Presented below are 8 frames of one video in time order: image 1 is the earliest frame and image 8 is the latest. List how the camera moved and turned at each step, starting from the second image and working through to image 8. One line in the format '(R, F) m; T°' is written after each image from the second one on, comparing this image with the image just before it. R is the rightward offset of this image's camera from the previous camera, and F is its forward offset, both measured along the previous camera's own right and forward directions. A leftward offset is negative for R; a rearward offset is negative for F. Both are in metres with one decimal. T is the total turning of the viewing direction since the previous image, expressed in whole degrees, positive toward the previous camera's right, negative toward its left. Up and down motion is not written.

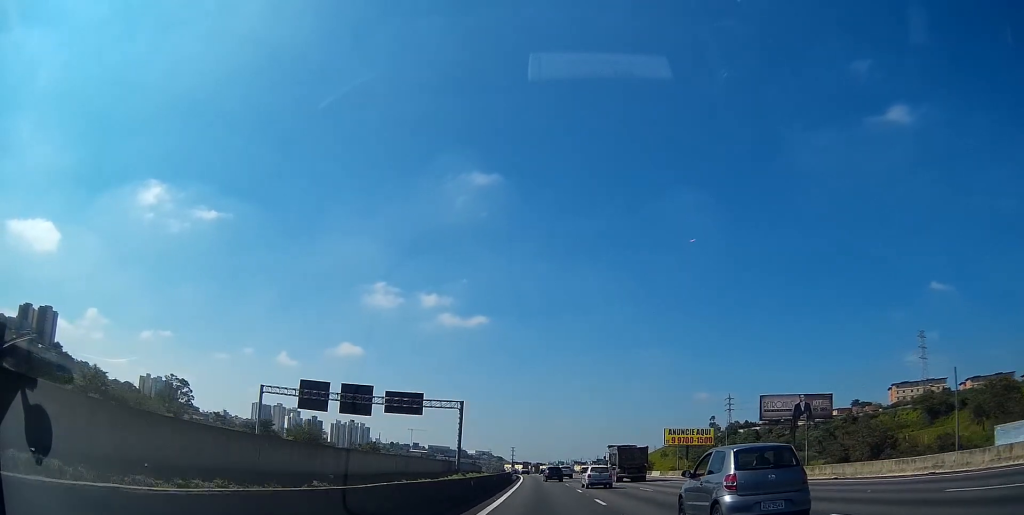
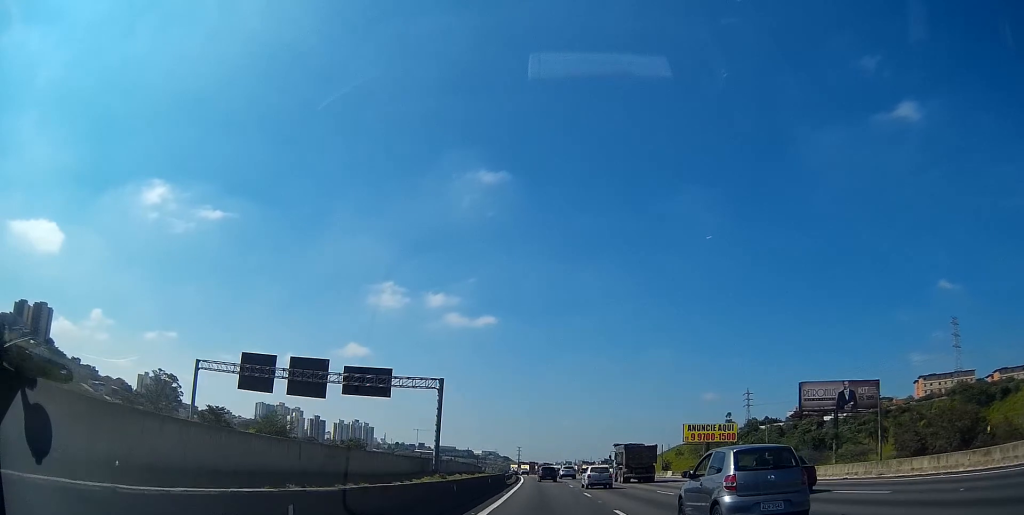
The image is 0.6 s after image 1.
(-0.2, +17.2) m; -1°
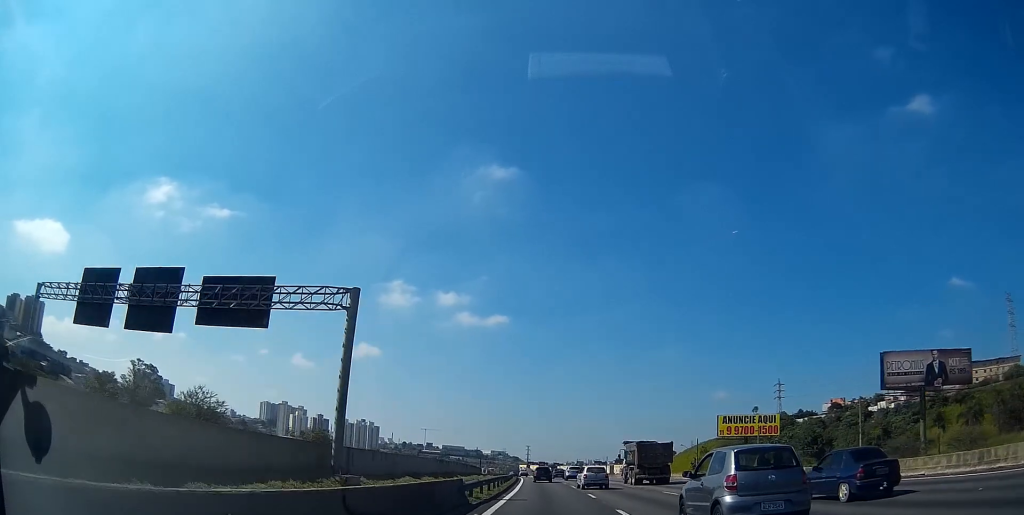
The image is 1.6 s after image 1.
(-0.4, +26.1) m; -1°
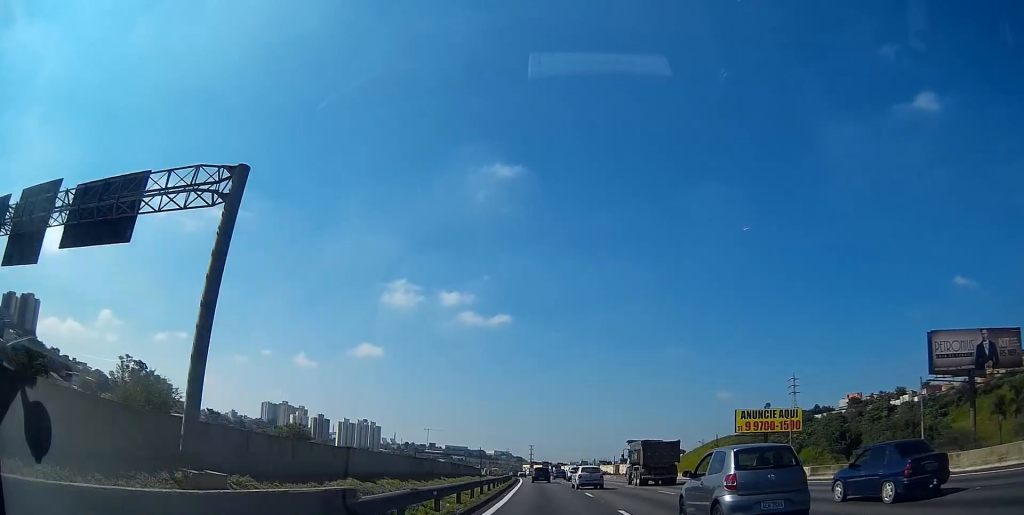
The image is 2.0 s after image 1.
(0.0, +11.7) m; 0°
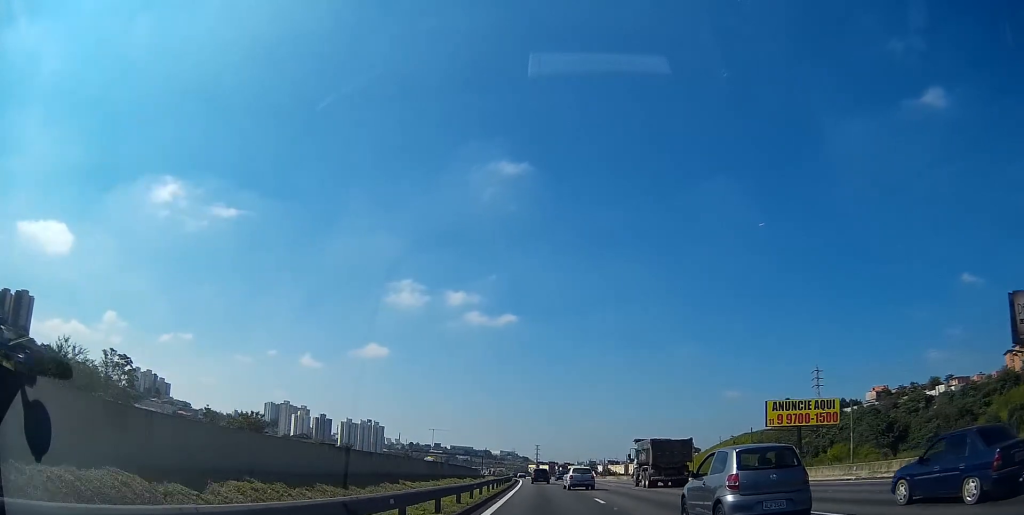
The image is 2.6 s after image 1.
(-0.1, +16.1) m; -1°
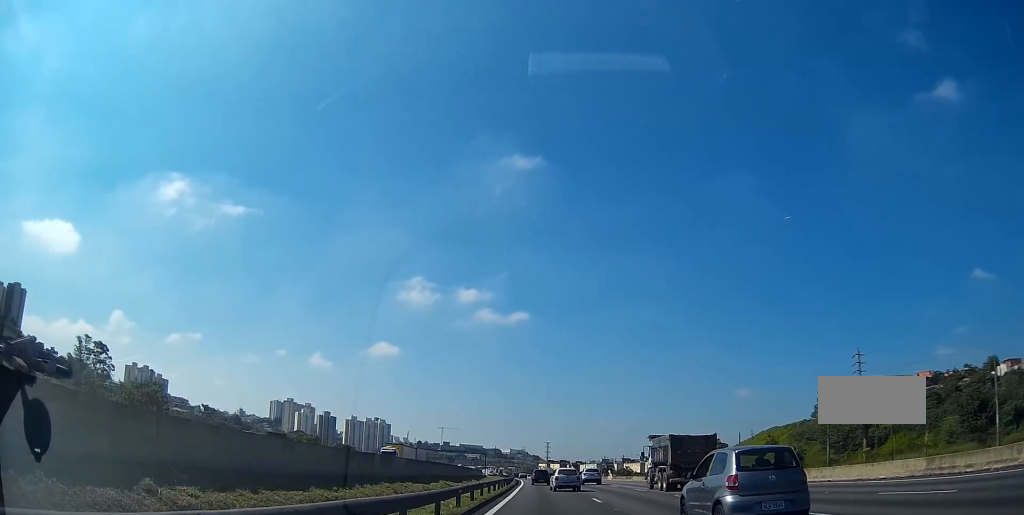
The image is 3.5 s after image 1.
(-0.3, +24.1) m; -1°
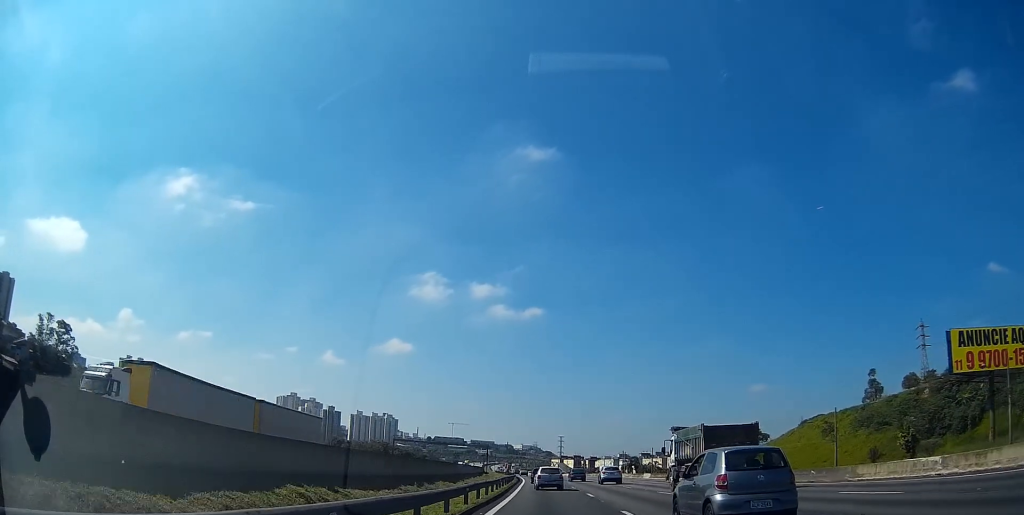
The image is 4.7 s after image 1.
(-0.4, +31.2) m; -1°
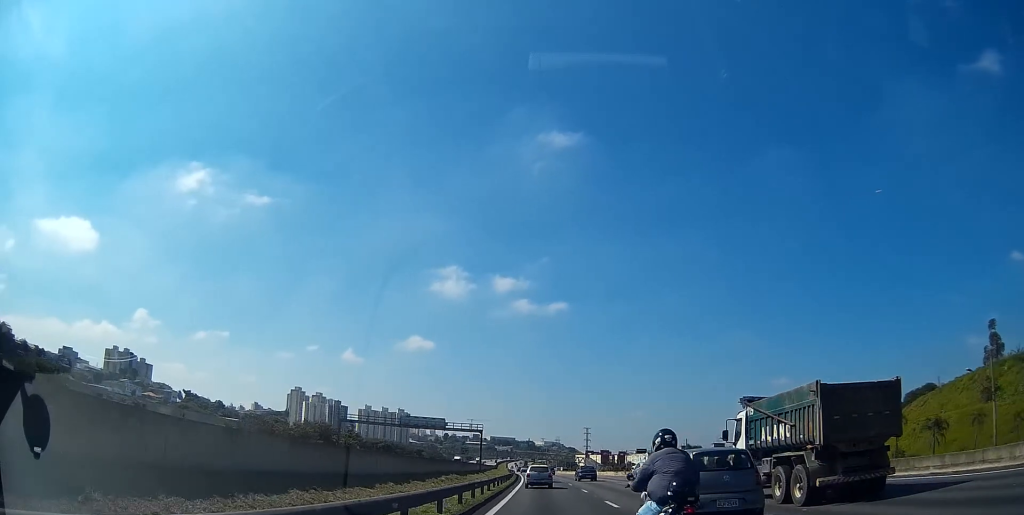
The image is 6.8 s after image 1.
(-0.6, +57.0) m; -1°
